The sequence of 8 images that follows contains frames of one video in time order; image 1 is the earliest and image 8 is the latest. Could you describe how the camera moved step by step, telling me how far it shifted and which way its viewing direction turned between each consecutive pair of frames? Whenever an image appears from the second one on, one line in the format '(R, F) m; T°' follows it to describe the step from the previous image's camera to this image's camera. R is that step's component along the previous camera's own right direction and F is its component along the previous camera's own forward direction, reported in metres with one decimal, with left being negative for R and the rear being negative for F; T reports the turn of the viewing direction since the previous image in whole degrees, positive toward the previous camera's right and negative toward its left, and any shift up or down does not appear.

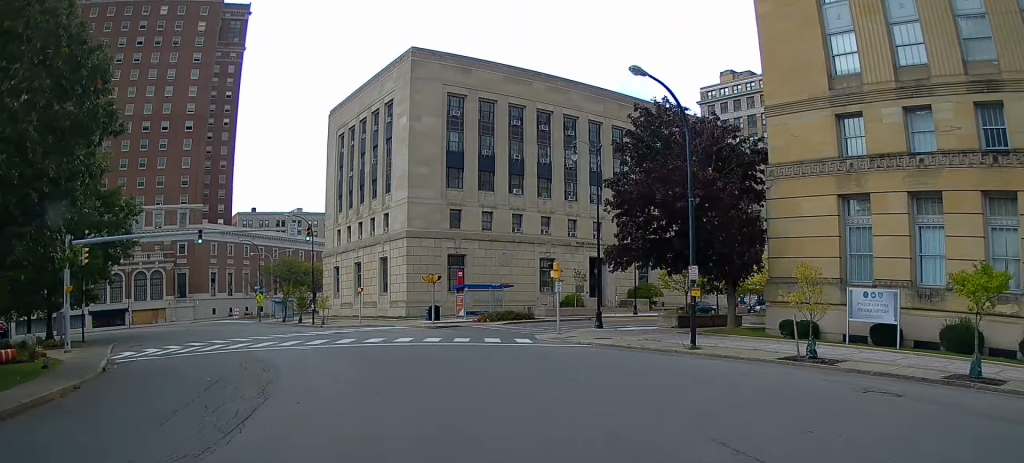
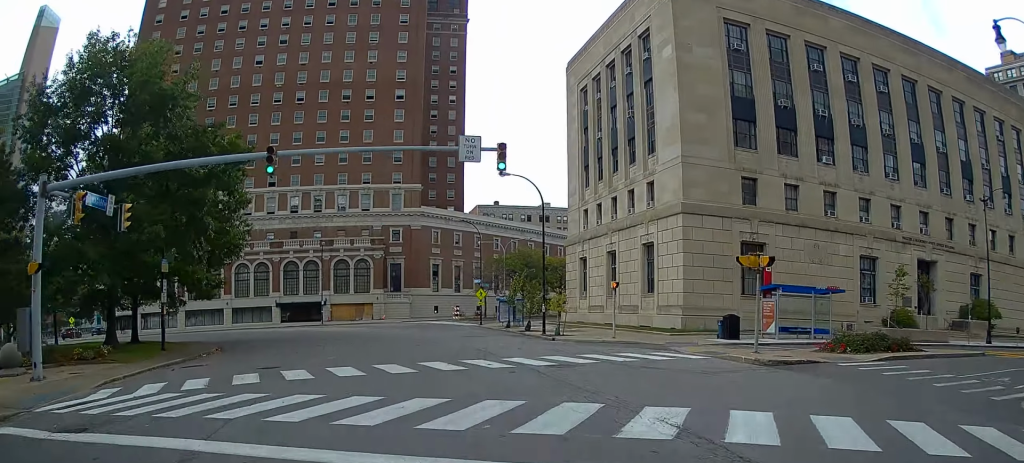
(-4.0, +18.8) m; -19°
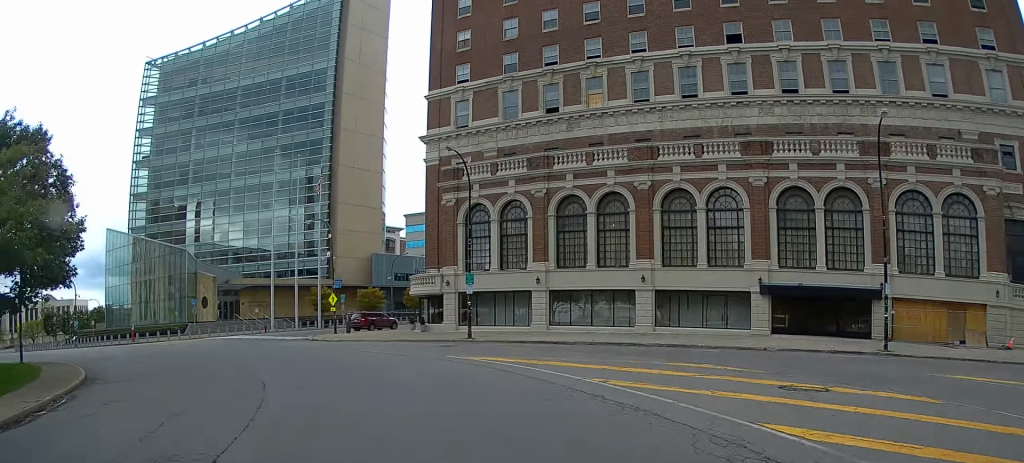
(-16.1, +48.4) m; -44°
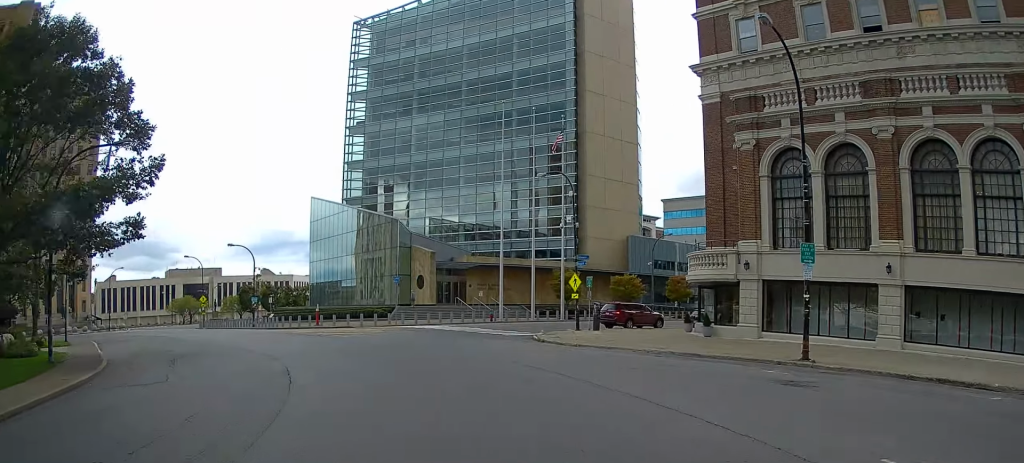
(-4.2, +14.0) m; -16°
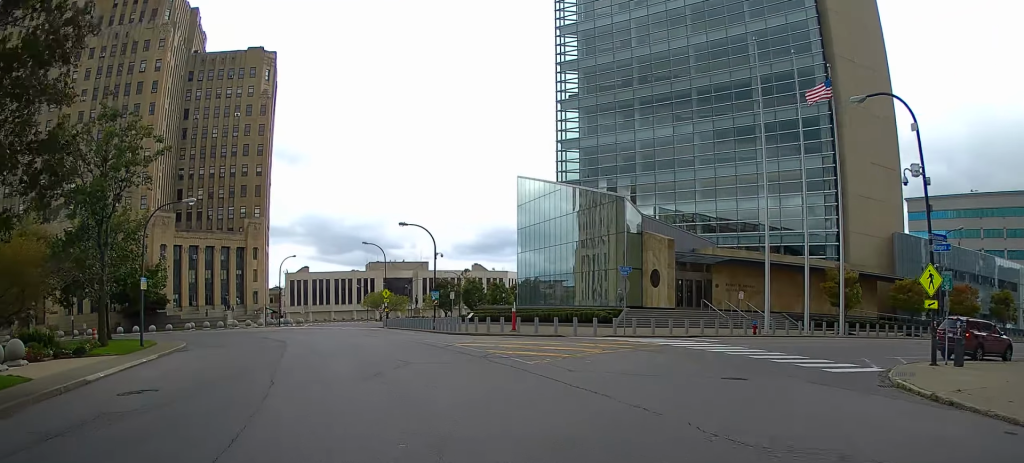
(-2.3, +15.4) m; -17°
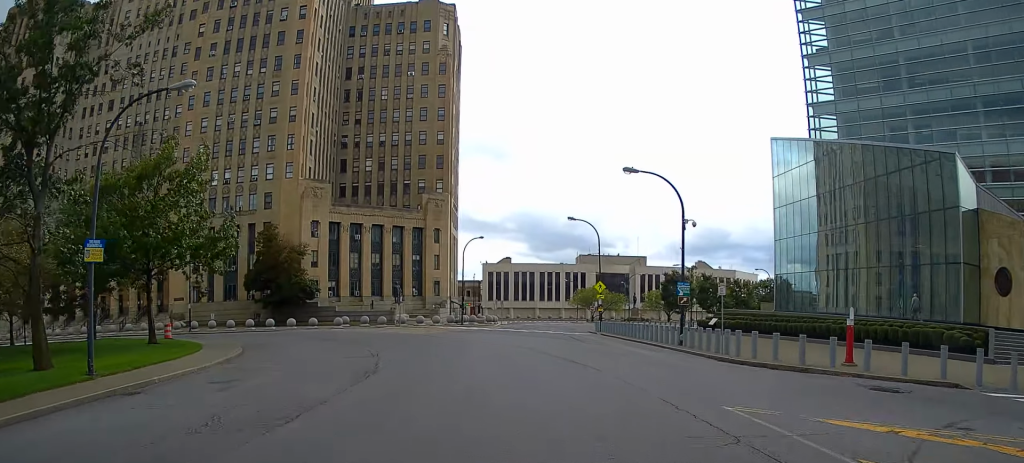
(-2.9, +20.4) m; -20°
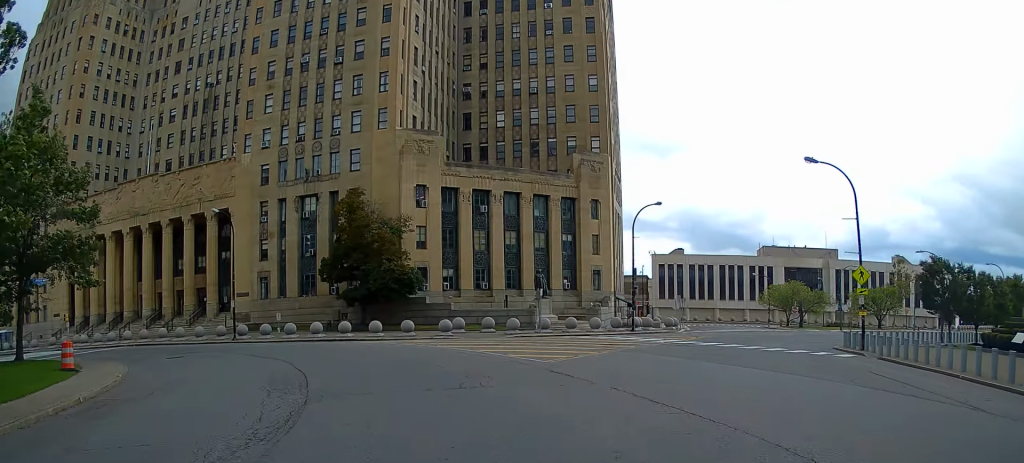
(-5.1, +23.1) m; -27°
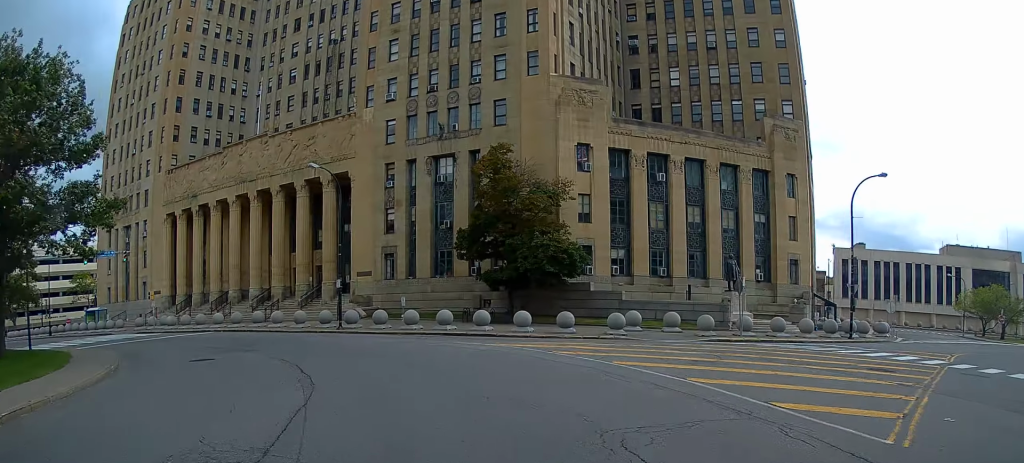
(-2.4, +11.9) m; -13°
